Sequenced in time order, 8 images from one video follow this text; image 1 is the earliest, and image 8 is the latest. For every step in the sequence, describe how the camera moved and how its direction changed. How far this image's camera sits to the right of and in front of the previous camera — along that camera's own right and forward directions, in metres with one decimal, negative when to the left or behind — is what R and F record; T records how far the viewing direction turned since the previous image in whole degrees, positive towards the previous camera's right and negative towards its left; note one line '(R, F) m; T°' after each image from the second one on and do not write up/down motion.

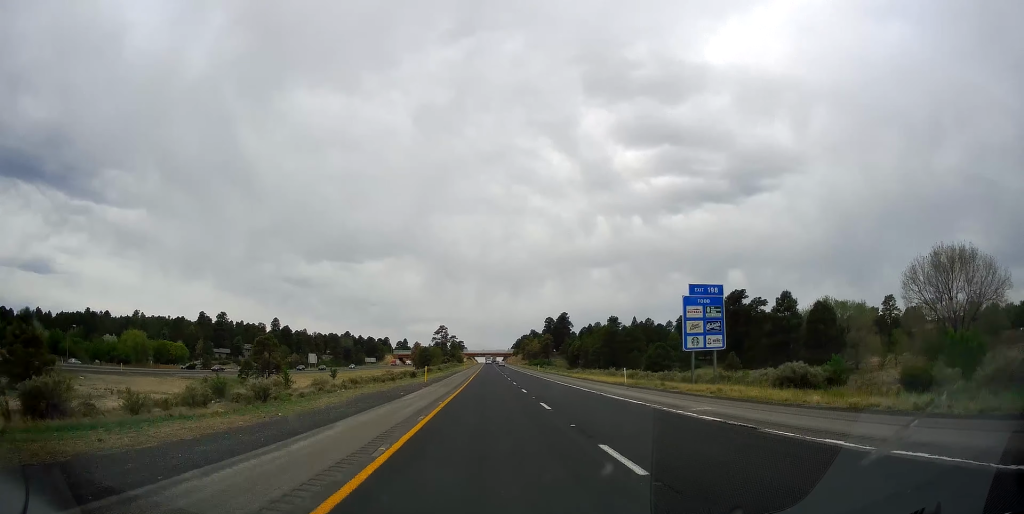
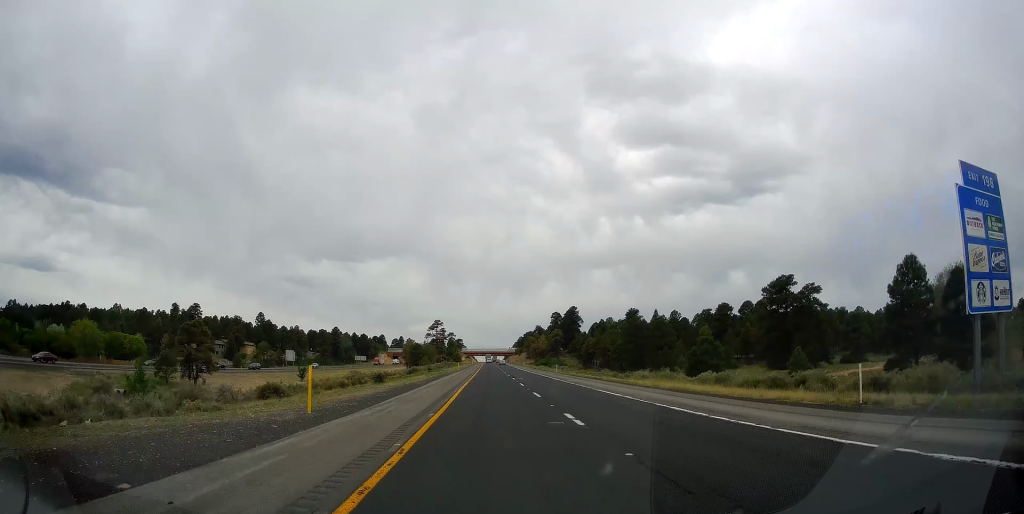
(+0.2, +30.1) m; 0°
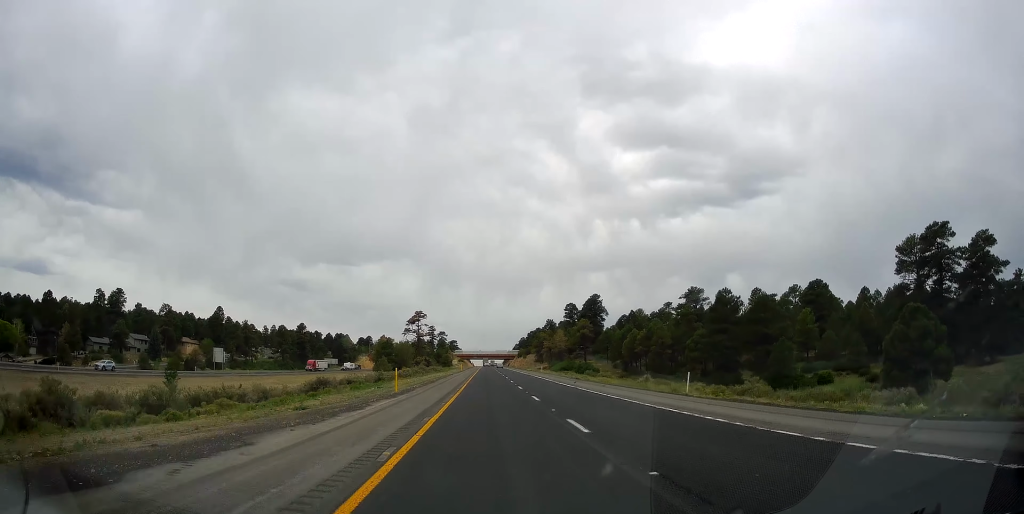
(-0.4, +61.3) m; 0°
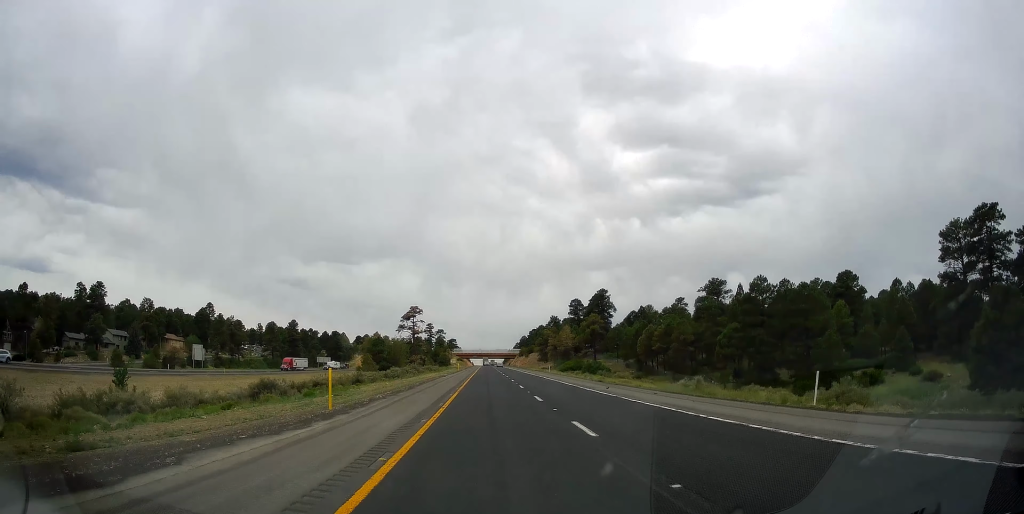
(+0.1, +13.1) m; 0°
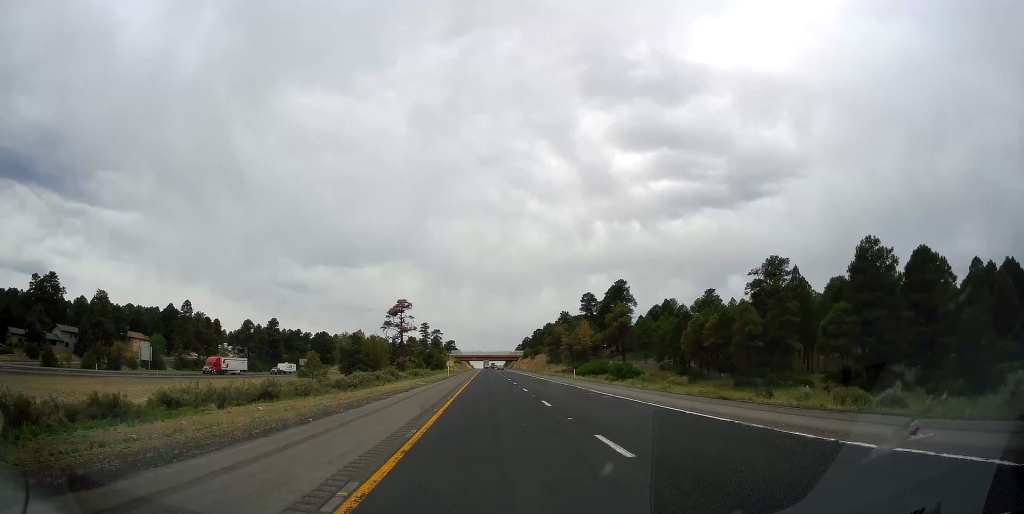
(-0.1, +27.2) m; 0°
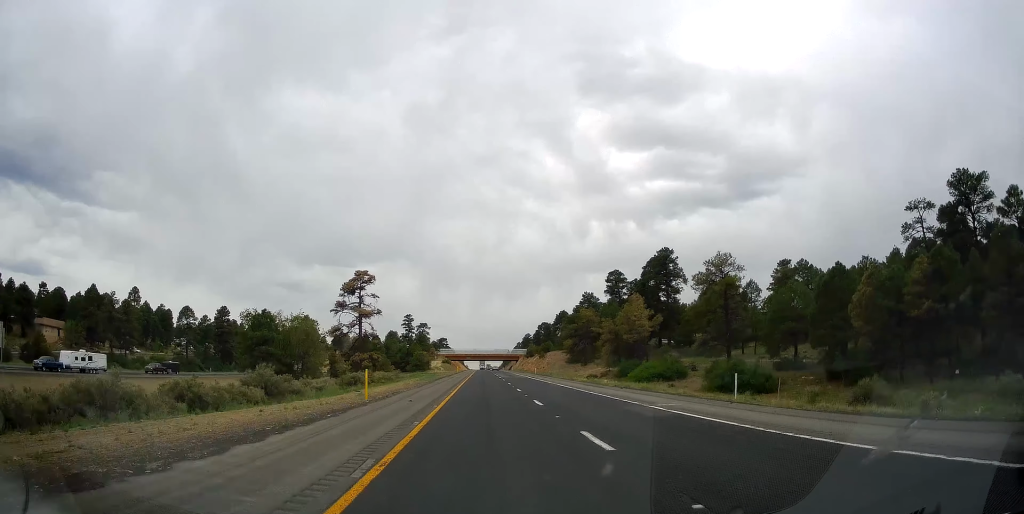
(0.0, +47.4) m; 0°
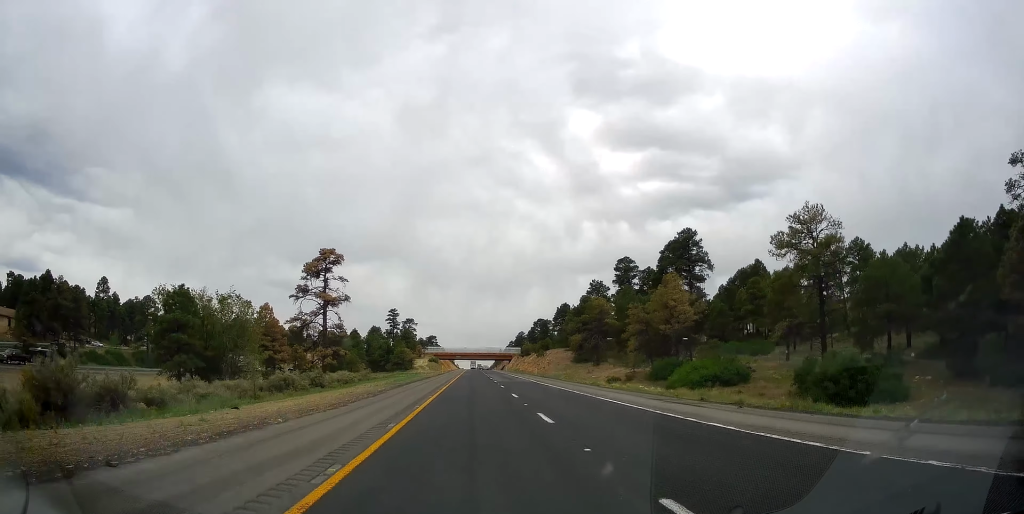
(0.0, +19.2) m; 0°
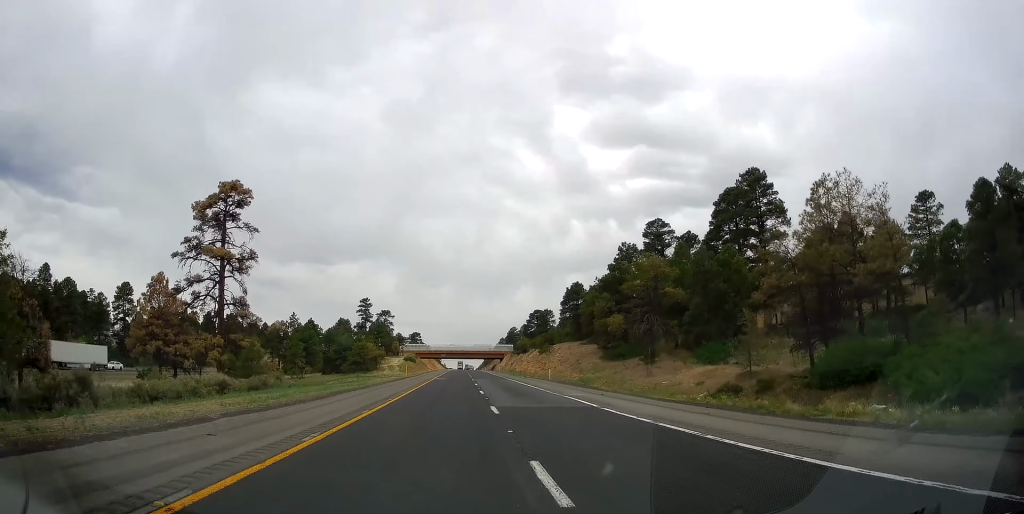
(-0.1, +33.3) m; 0°
